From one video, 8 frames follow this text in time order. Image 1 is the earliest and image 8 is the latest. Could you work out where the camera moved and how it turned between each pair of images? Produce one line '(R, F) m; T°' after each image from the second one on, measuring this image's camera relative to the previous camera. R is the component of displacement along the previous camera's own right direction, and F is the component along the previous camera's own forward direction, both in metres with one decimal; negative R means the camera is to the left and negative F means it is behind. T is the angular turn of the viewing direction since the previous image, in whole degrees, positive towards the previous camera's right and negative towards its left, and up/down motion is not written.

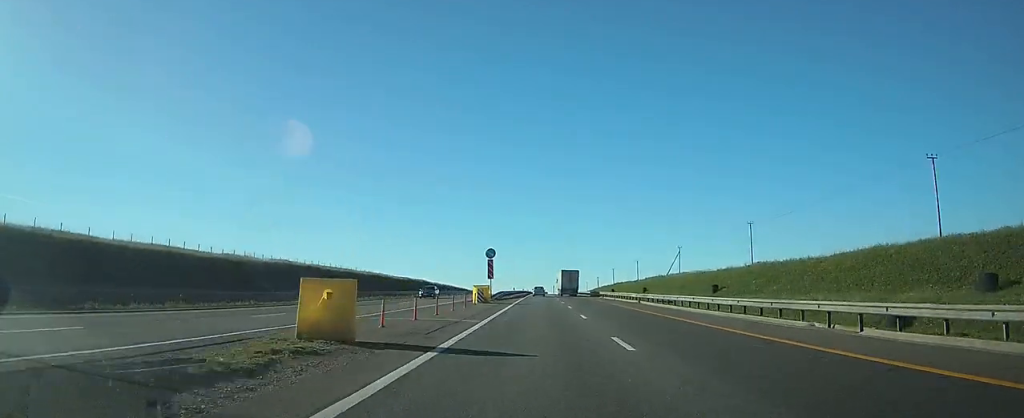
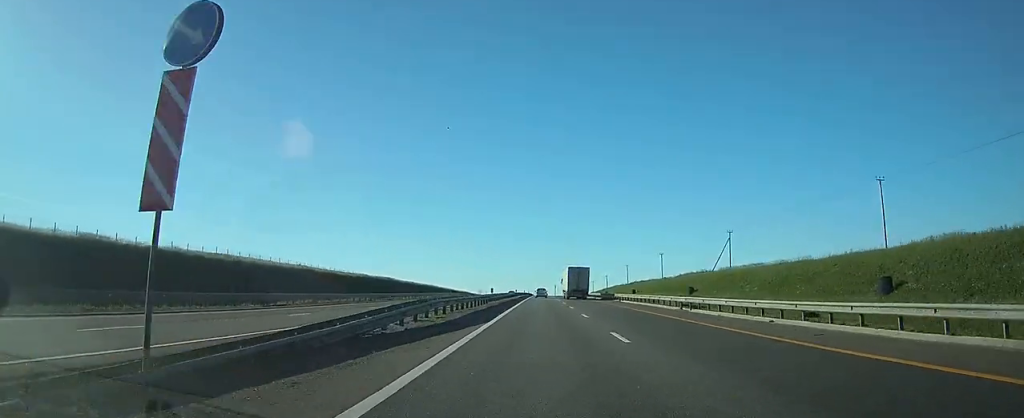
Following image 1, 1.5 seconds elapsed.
(-0.3, +45.7) m; 0°
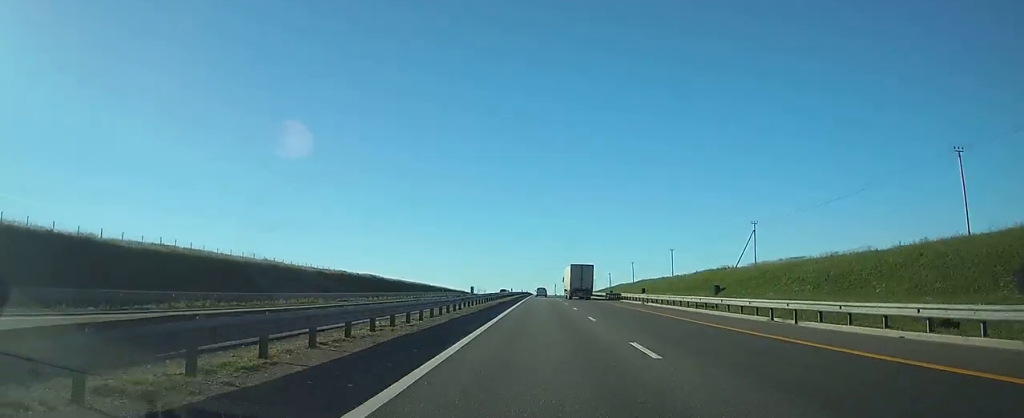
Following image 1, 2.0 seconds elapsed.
(0.0, +15.1) m; 0°
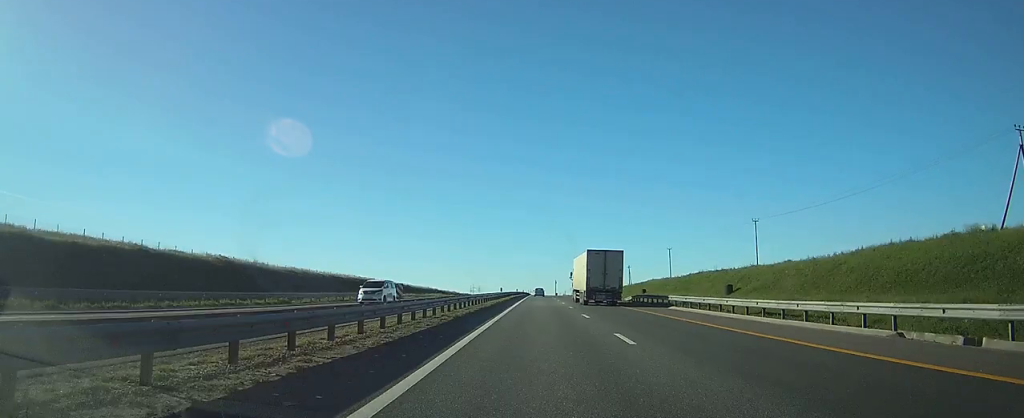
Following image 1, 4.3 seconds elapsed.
(+0.3, +68.5) m; 0°
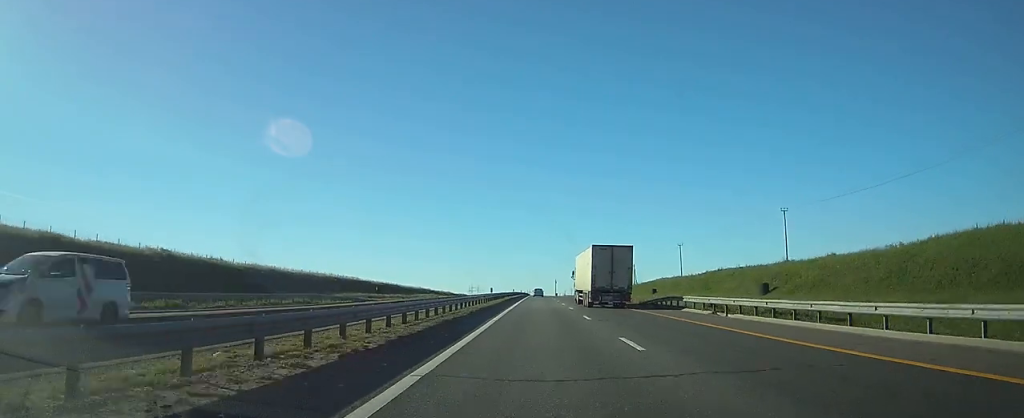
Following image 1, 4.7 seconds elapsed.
(0.0, +13.1) m; 0°
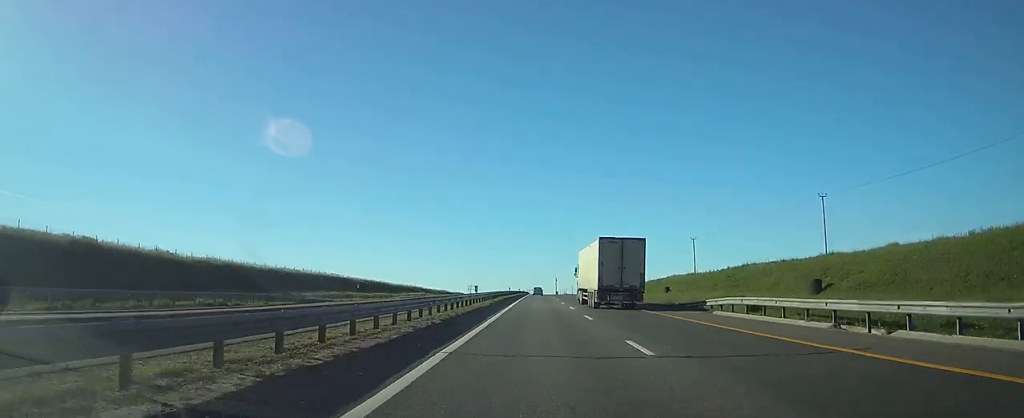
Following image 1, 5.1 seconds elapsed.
(0.0, +13.0) m; 0°
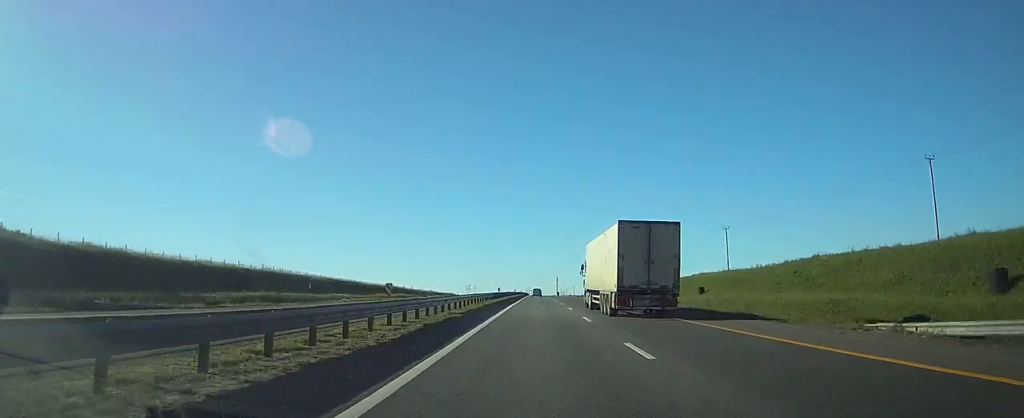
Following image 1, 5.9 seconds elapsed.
(0.0, +24.1) m; 0°
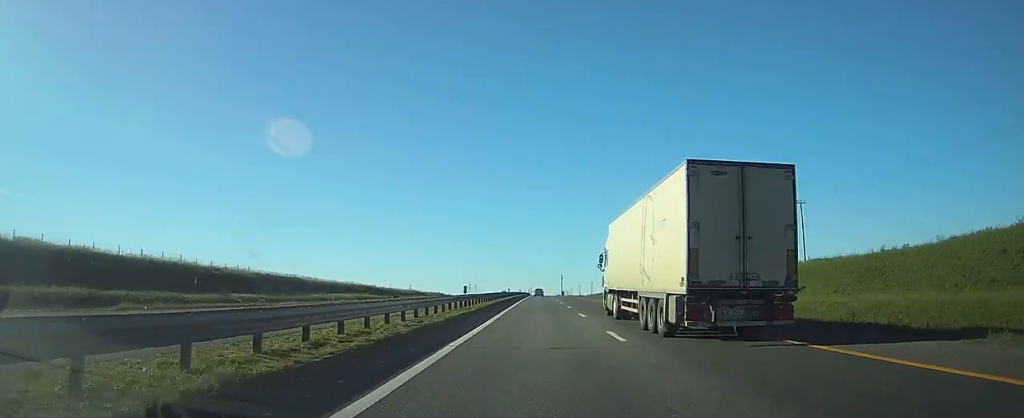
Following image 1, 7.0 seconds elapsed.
(0.0, +32.1) m; 0°
